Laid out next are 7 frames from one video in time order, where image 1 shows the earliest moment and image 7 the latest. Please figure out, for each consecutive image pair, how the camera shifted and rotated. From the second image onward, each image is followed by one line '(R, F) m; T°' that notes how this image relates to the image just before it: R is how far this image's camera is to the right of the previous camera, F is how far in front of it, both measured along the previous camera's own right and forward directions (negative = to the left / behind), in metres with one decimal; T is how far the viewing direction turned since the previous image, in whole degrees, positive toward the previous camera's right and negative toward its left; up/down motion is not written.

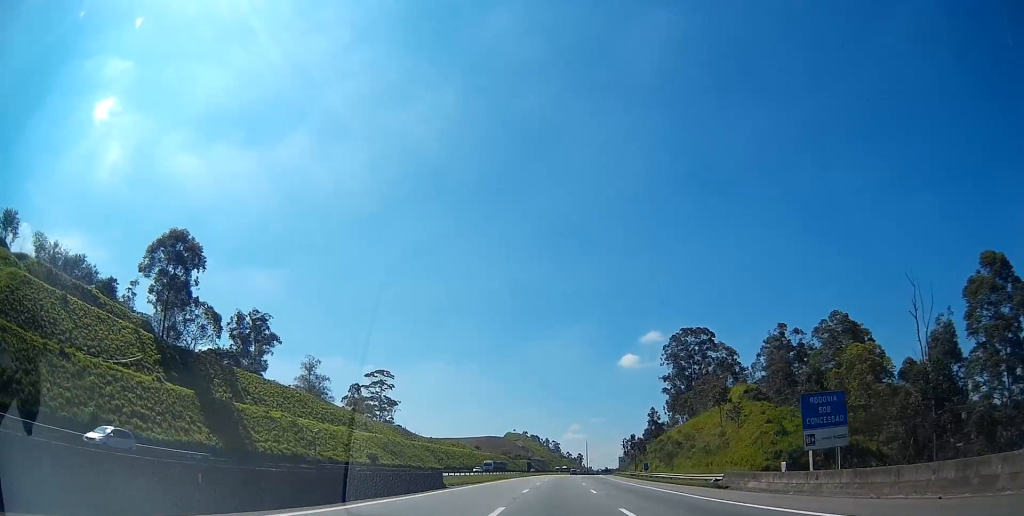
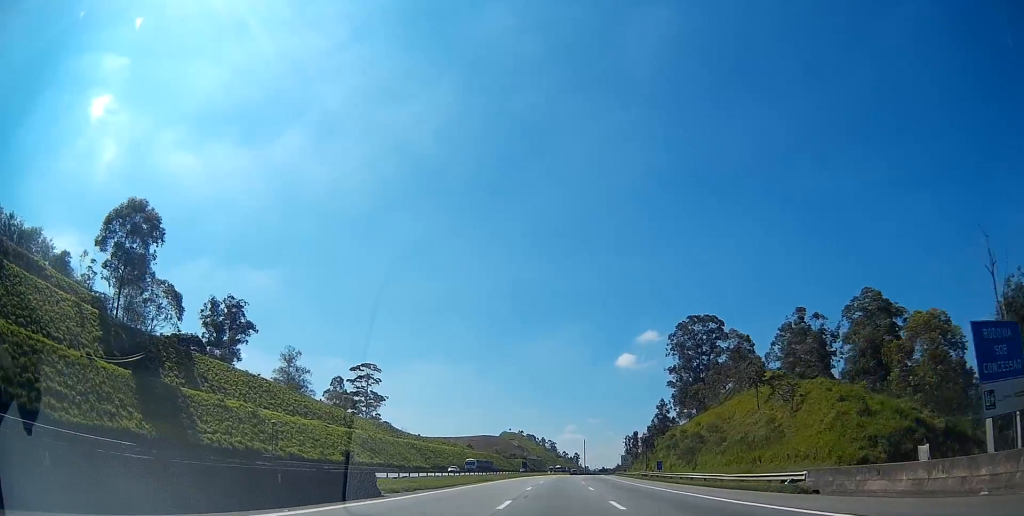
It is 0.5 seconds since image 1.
(-0.1, +12.8) m; 0°
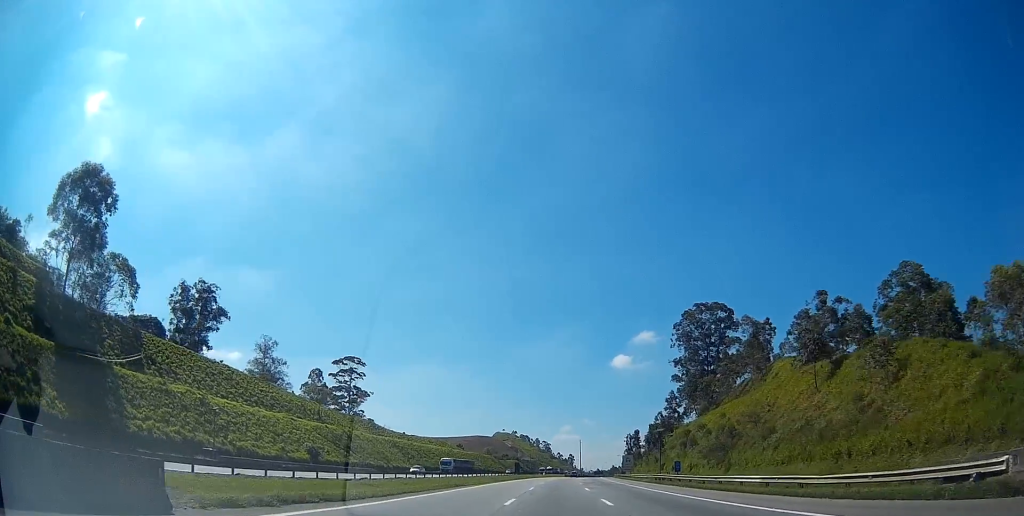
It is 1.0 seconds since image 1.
(+0.1, +12.8) m; +1°
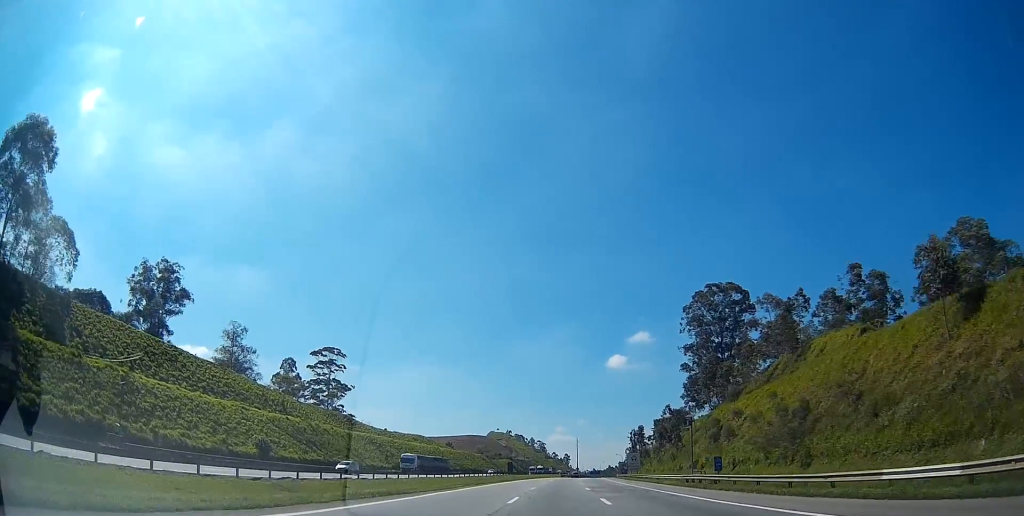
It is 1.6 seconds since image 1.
(+0.1, +15.3) m; +1°
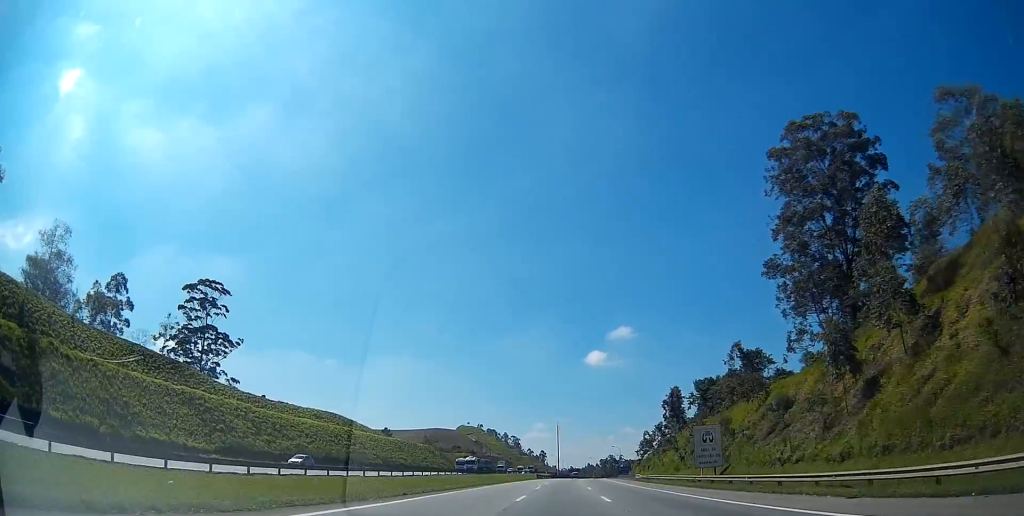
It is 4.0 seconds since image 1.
(+0.5, +62.2) m; +2°
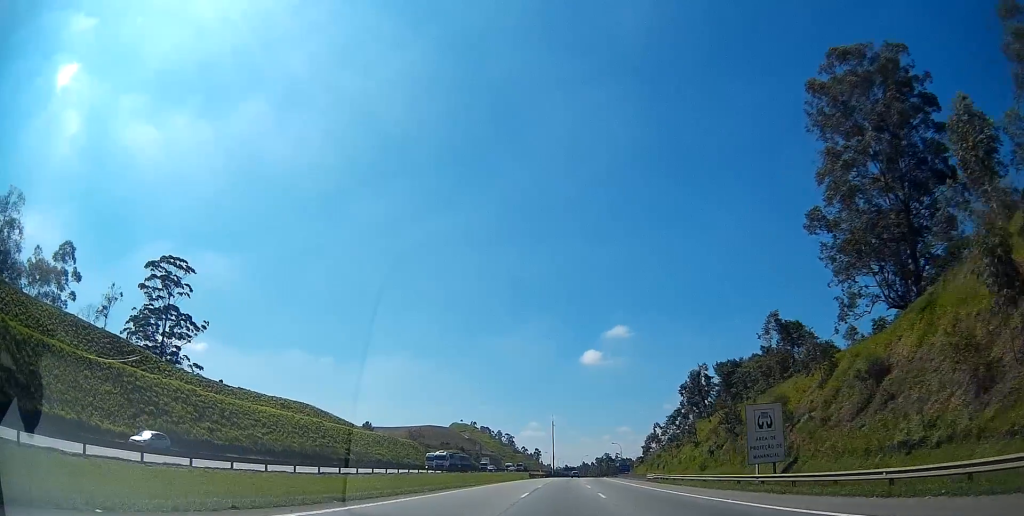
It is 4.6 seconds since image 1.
(+0.1, +13.7) m; +1°
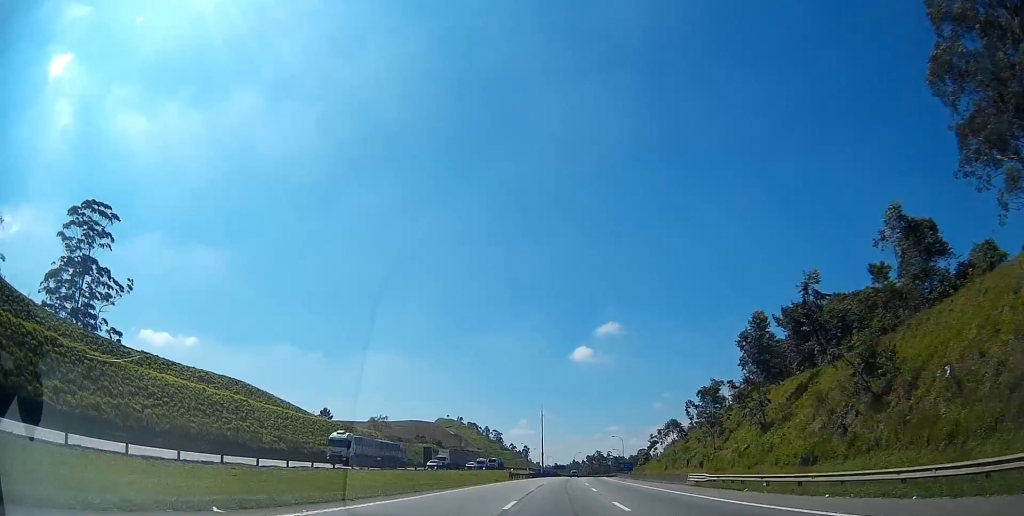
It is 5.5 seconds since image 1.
(+0.3, +24.7) m; +1°
